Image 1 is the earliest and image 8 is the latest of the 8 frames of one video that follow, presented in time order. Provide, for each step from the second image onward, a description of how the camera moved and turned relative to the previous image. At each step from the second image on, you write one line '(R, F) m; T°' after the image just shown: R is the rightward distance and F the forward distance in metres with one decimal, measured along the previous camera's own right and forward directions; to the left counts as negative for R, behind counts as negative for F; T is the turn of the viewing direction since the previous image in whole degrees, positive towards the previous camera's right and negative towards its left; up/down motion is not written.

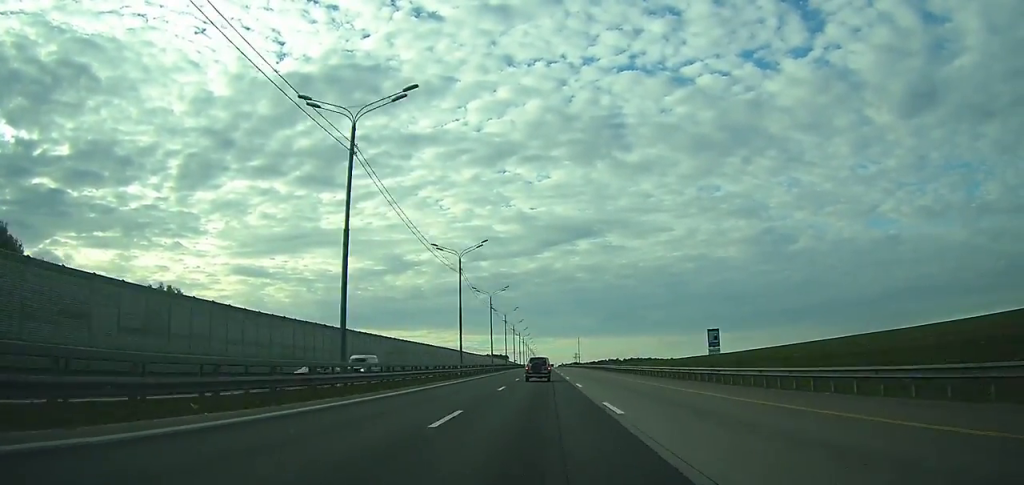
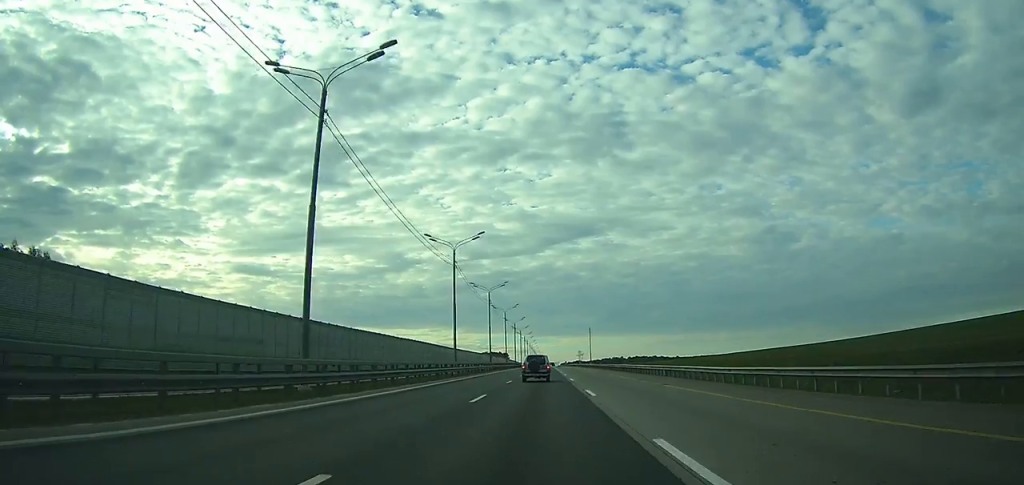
(+0.1, +41.4) m; 0°
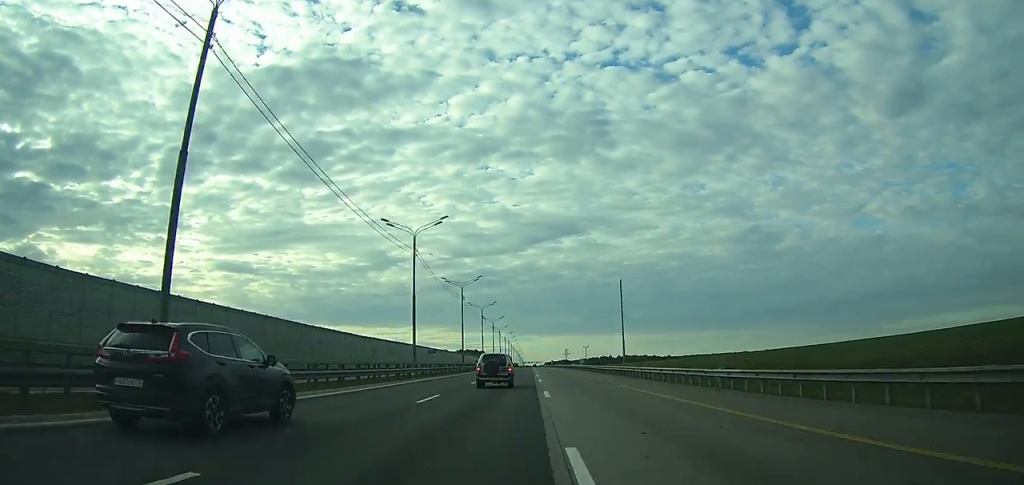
(+0.1, +82.8) m; 0°
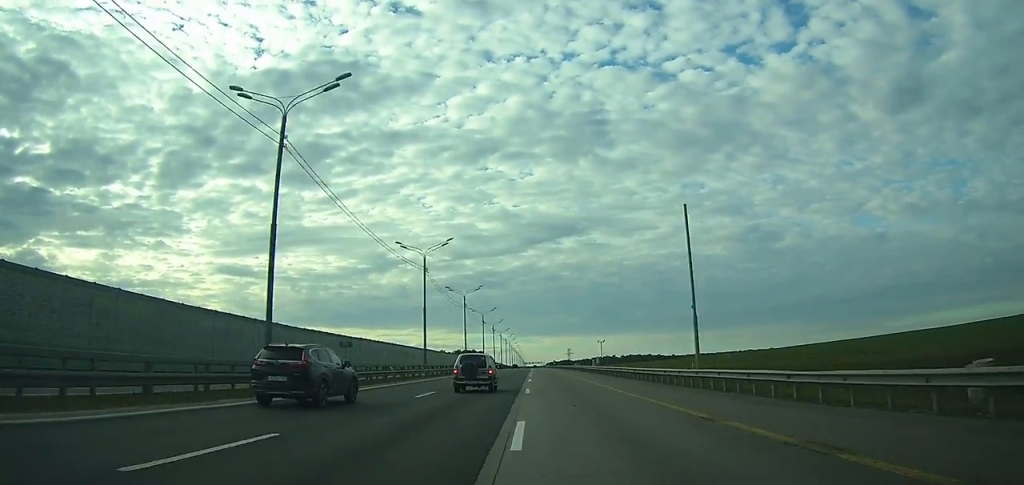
(0.0, +29.9) m; 0°
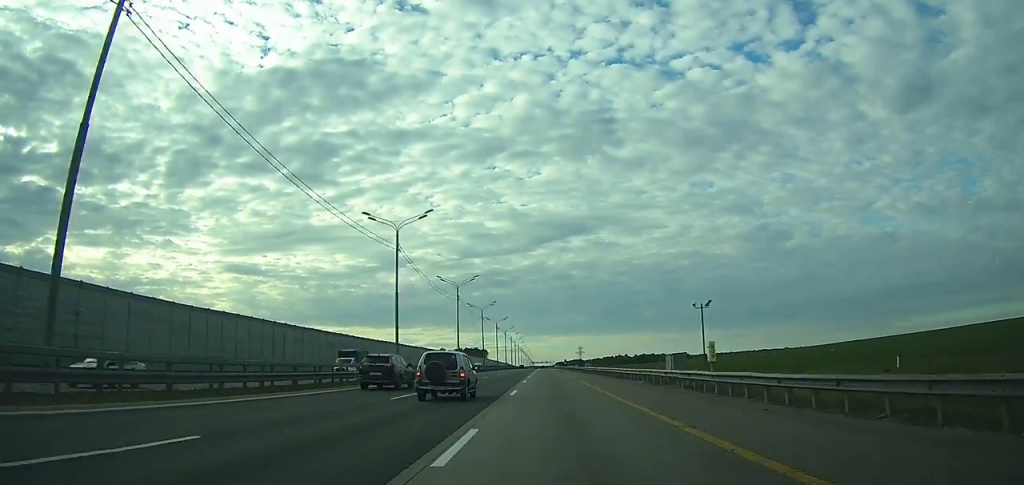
(+0.1, +51.3) m; 0°
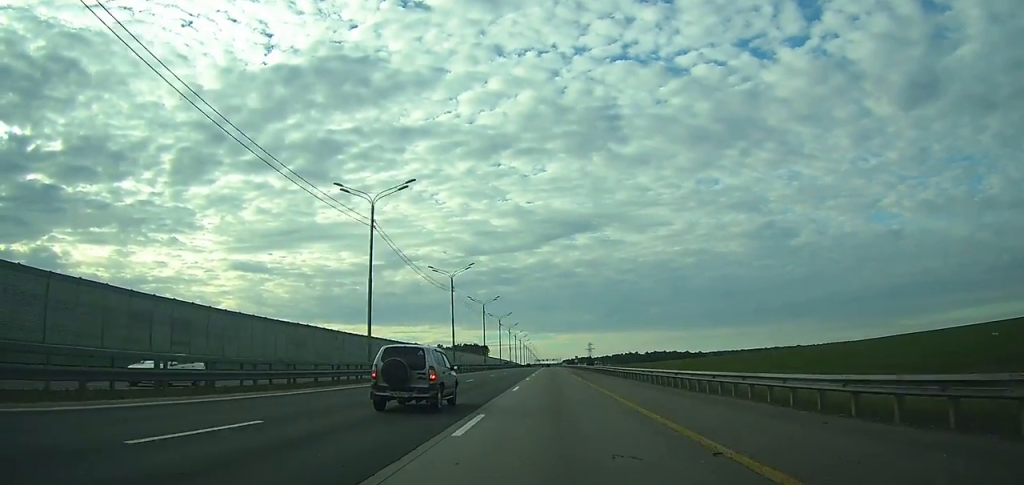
(-0.1, +45.6) m; 0°
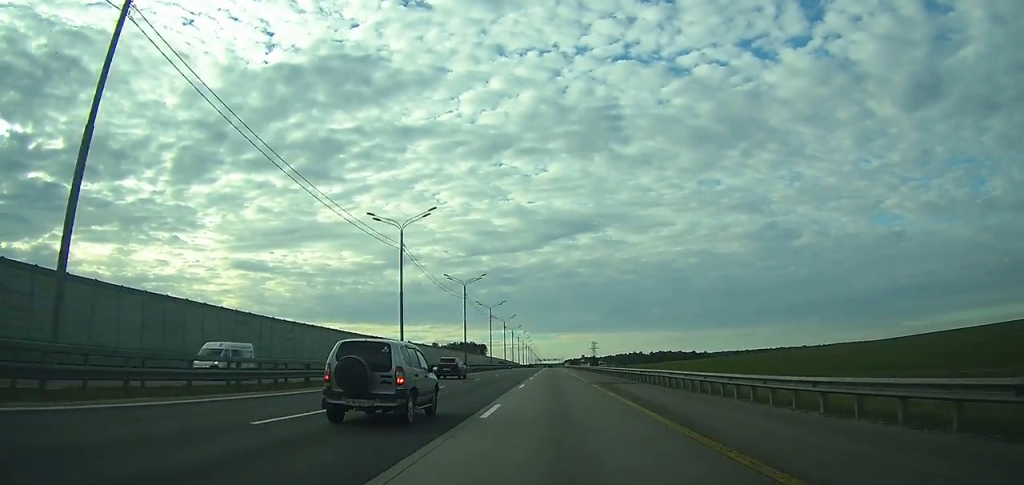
(-0.1, +27.7) m; 0°
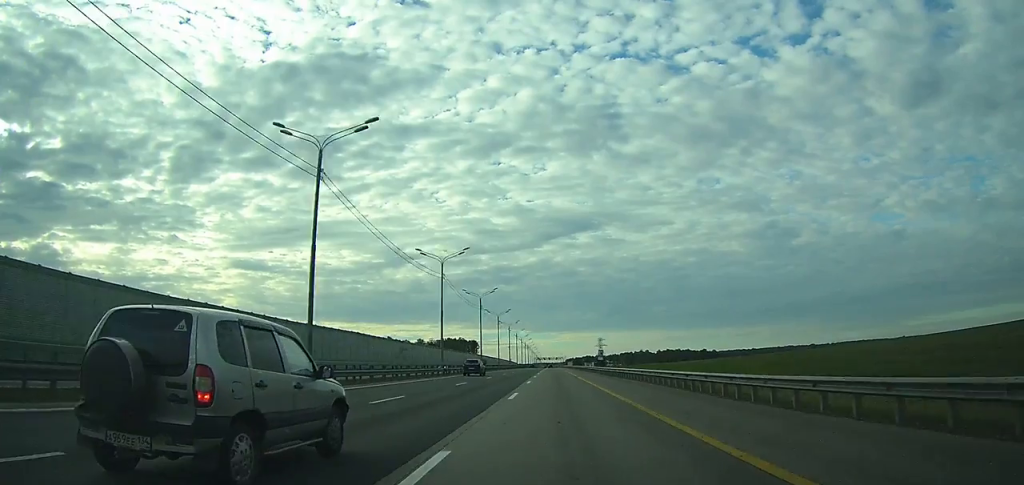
(-0.2, +54.4) m; 0°
